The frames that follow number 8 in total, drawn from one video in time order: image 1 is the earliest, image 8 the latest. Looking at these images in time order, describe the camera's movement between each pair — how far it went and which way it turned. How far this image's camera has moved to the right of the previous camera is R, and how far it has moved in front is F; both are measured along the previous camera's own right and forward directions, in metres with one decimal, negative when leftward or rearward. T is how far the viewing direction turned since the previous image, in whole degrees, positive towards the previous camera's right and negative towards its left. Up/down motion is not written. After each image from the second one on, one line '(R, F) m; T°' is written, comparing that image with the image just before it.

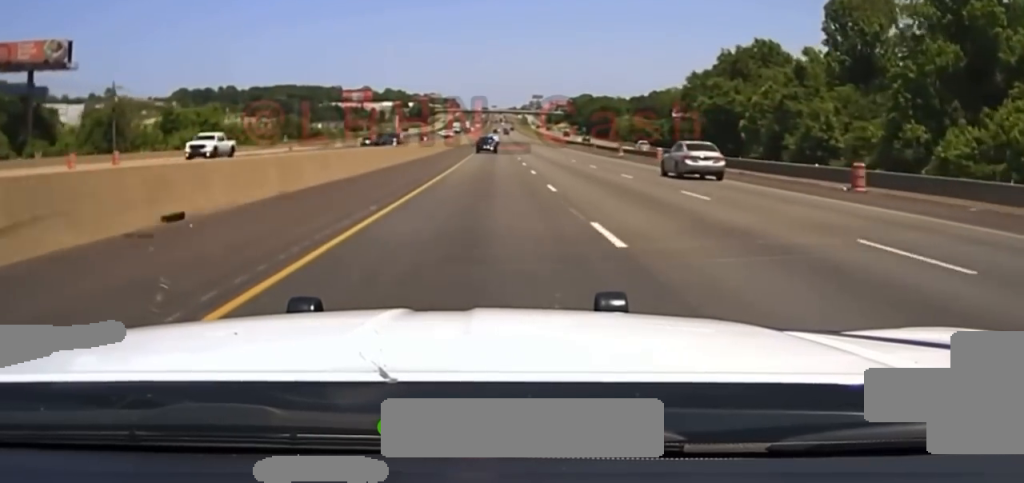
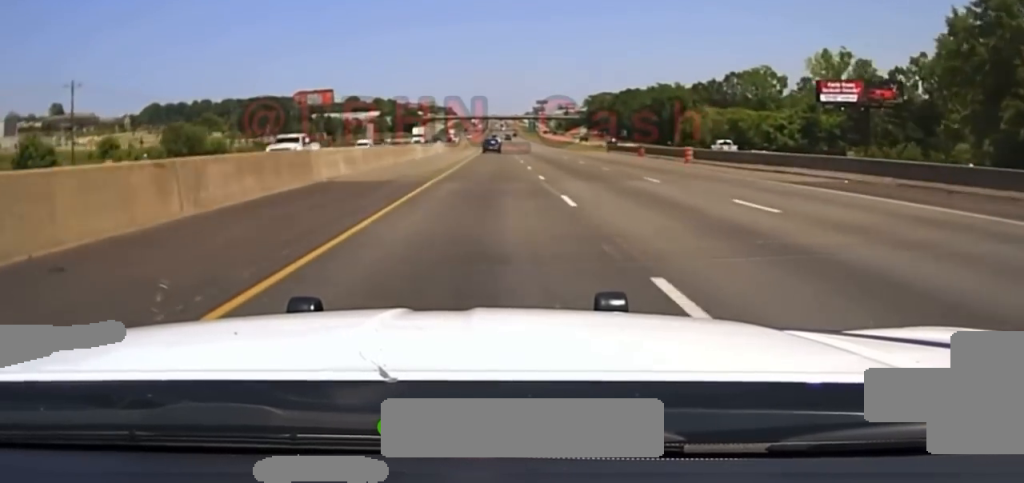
(+0.2, +91.2) m; 0°
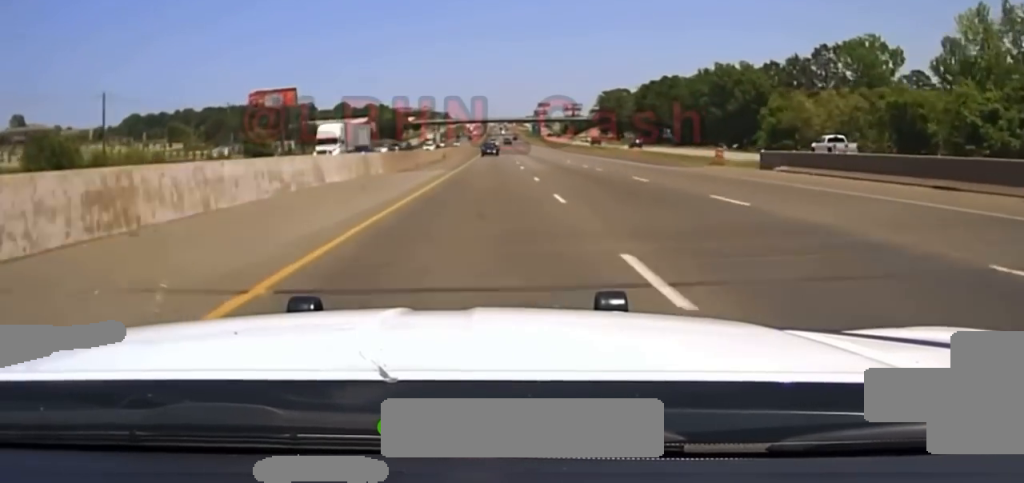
(-0.2, +58.3) m; 0°
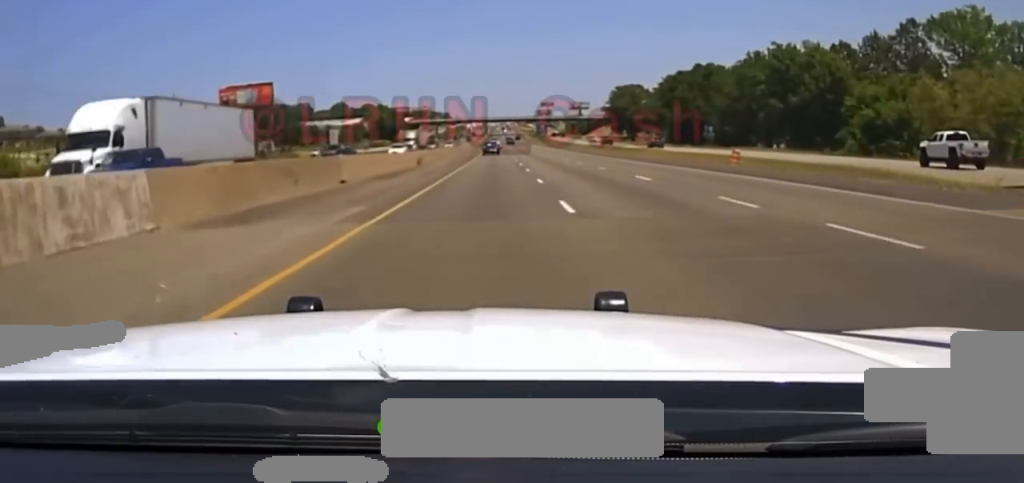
(0.0, +33.3) m; 0°
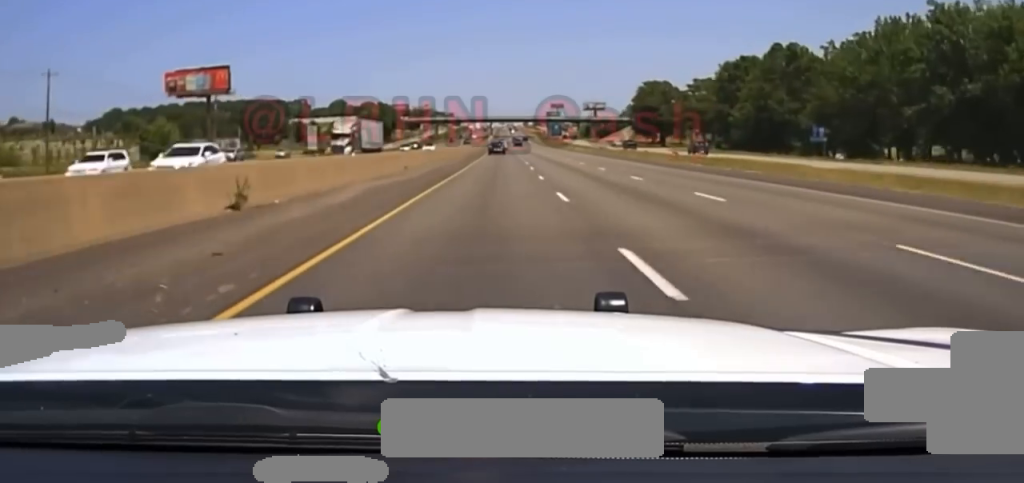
(0.0, +49.1) m; 0°
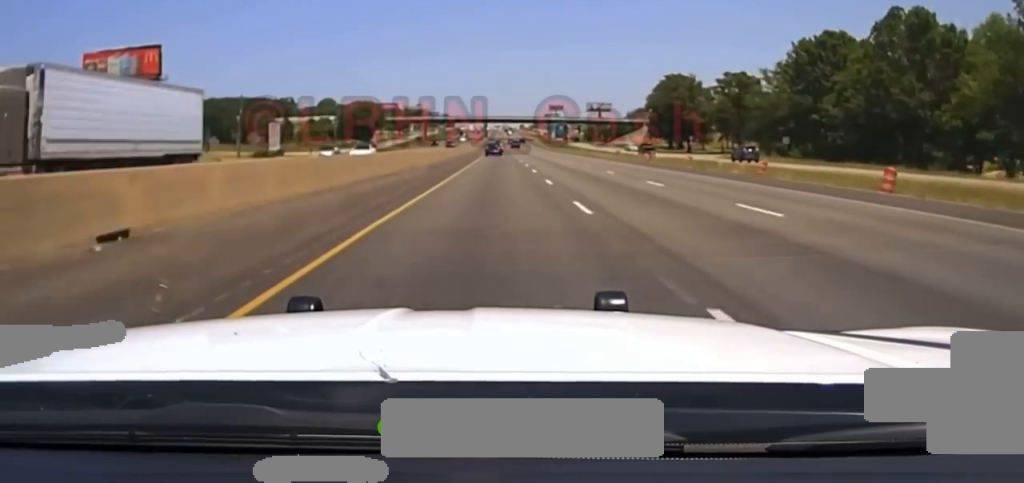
(+0.1, +45.7) m; 0°
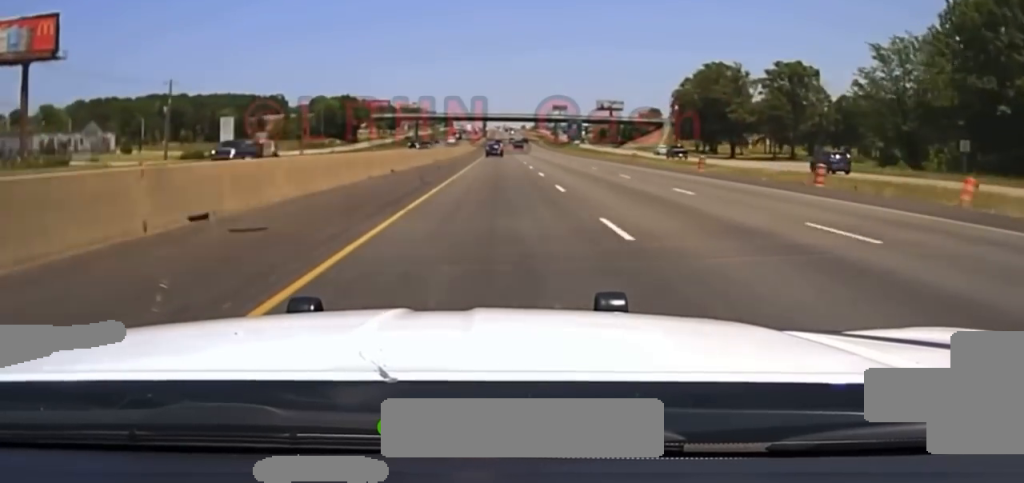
(-0.1, +41.6) m; 0°
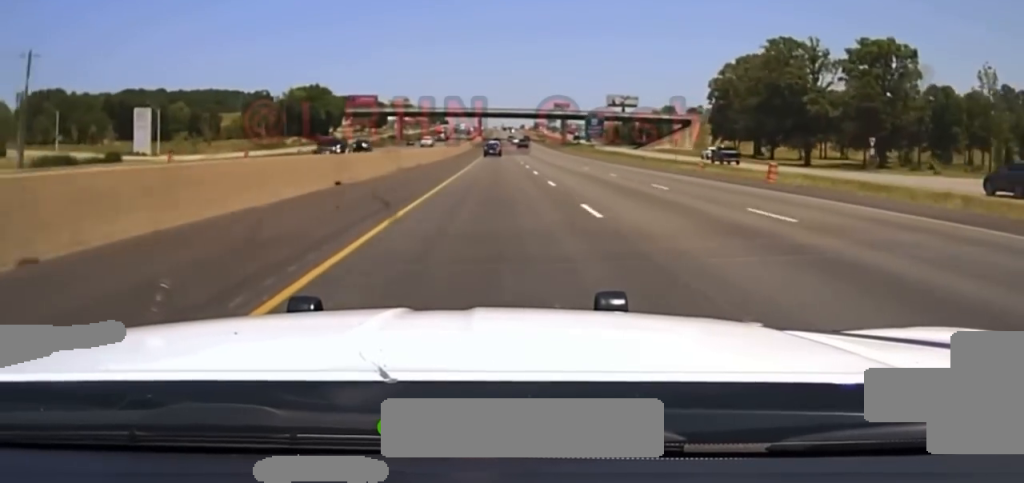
(-0.1, +42.2) m; 0°
